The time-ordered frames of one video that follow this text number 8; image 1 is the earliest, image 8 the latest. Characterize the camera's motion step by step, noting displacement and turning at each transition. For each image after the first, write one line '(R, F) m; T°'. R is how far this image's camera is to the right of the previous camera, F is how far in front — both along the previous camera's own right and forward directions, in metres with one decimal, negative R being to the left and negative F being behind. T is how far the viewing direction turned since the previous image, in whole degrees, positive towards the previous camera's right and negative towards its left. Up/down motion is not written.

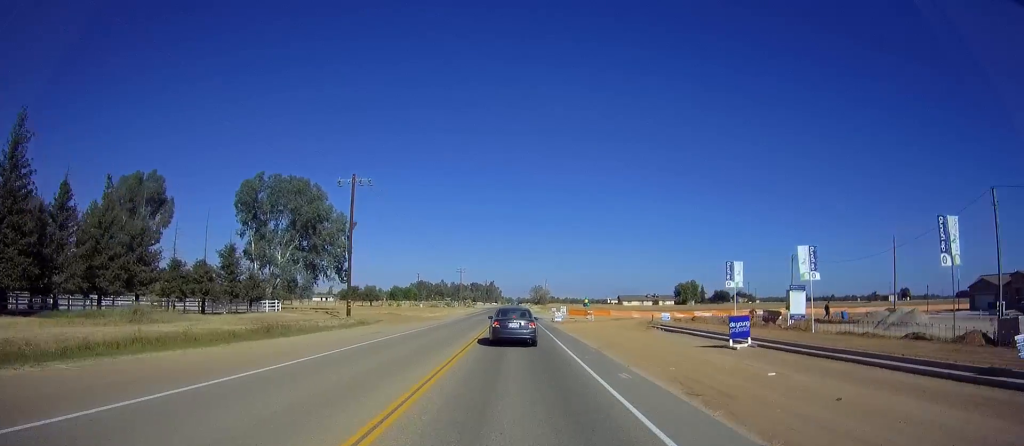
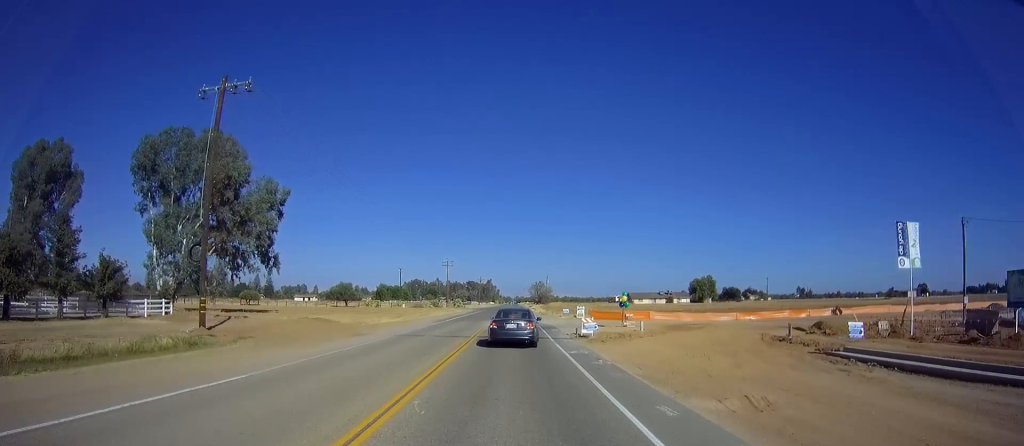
(+0.4, +23.1) m; +1°
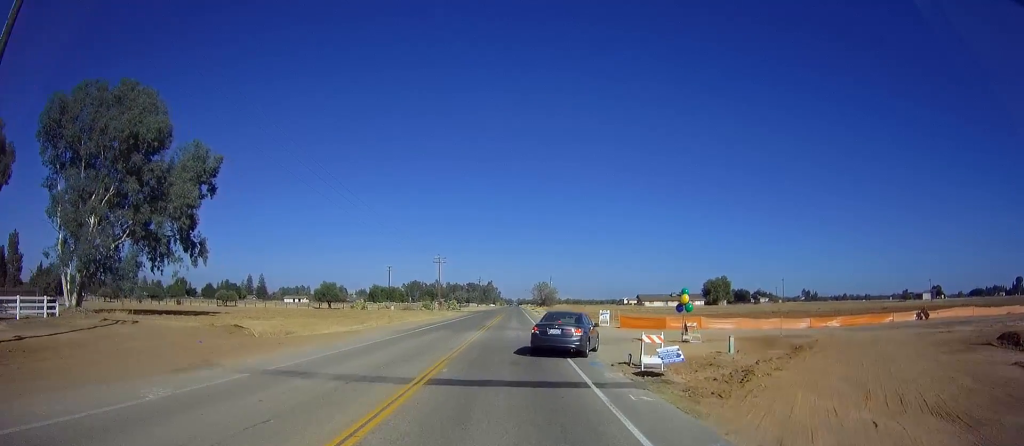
(-0.3, +14.8) m; -1°
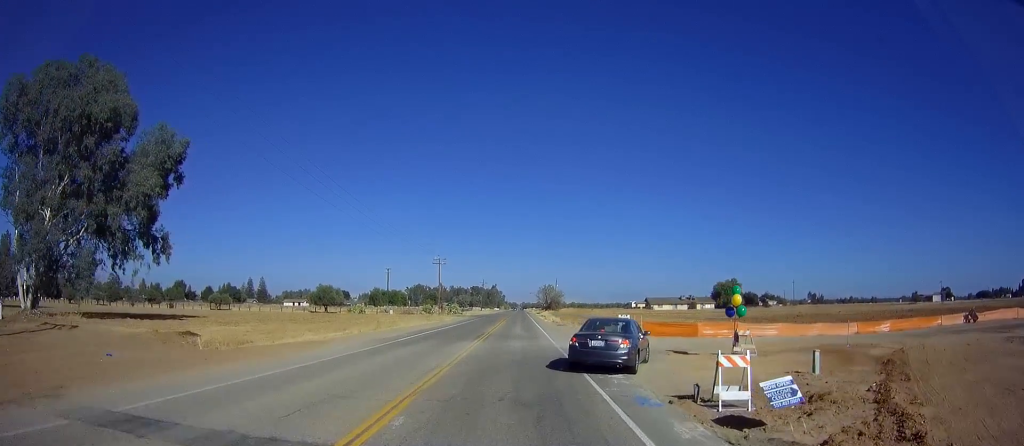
(0.0, +5.5) m; 0°
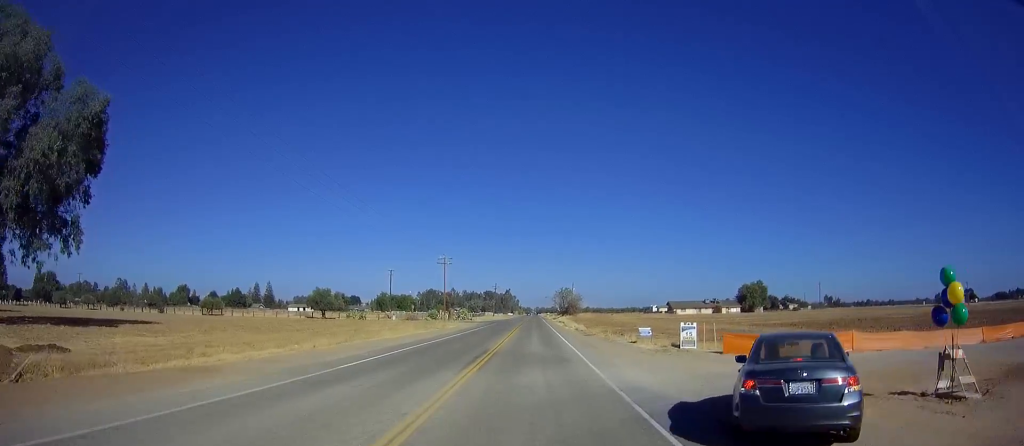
(0.0, +9.6) m; -1°
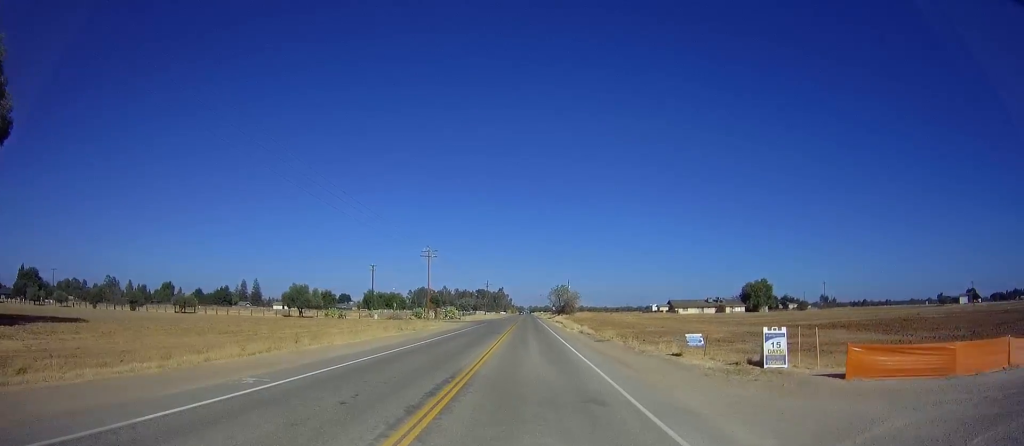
(0.0, +8.2) m; 0°
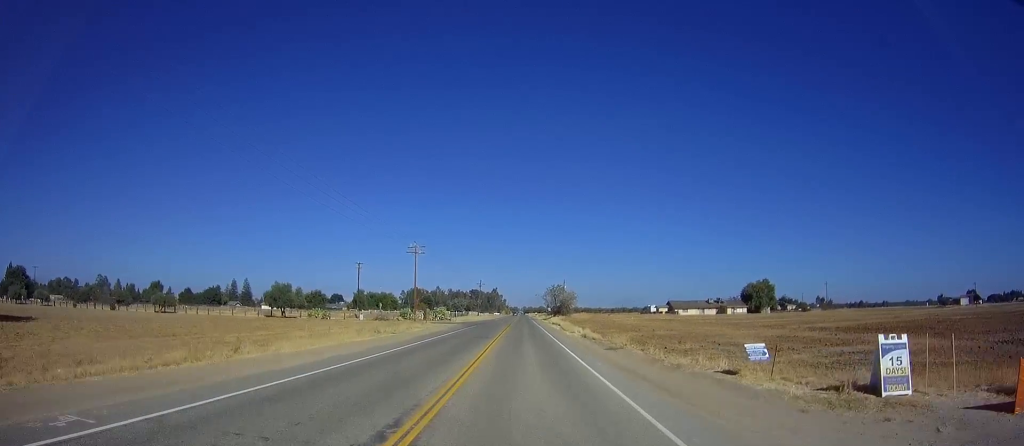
(-0.1, +5.4) m; +1°
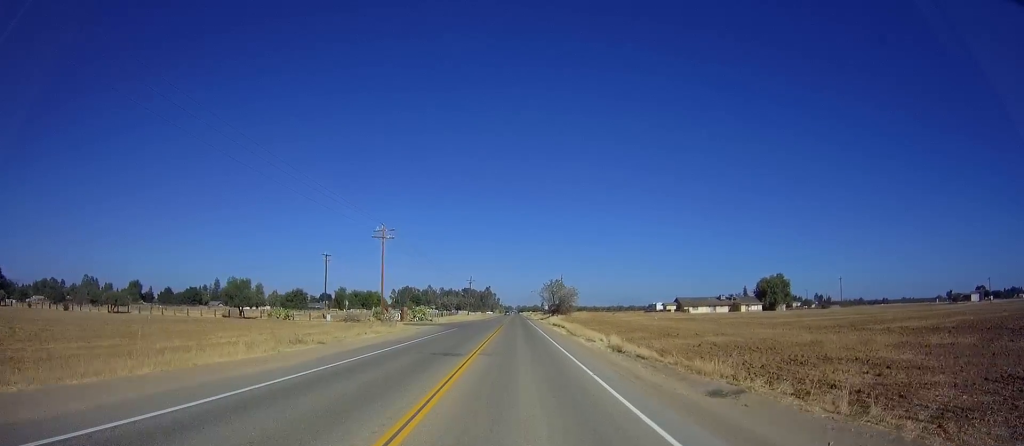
(+0.3, +13.4) m; +1°
